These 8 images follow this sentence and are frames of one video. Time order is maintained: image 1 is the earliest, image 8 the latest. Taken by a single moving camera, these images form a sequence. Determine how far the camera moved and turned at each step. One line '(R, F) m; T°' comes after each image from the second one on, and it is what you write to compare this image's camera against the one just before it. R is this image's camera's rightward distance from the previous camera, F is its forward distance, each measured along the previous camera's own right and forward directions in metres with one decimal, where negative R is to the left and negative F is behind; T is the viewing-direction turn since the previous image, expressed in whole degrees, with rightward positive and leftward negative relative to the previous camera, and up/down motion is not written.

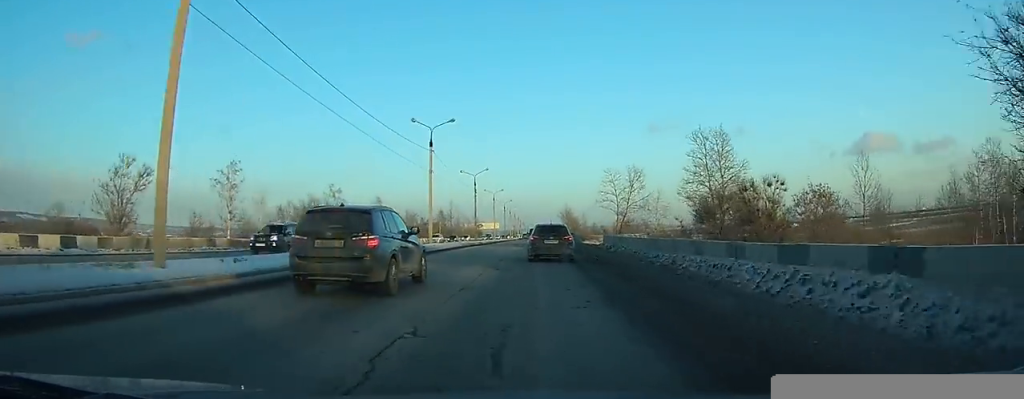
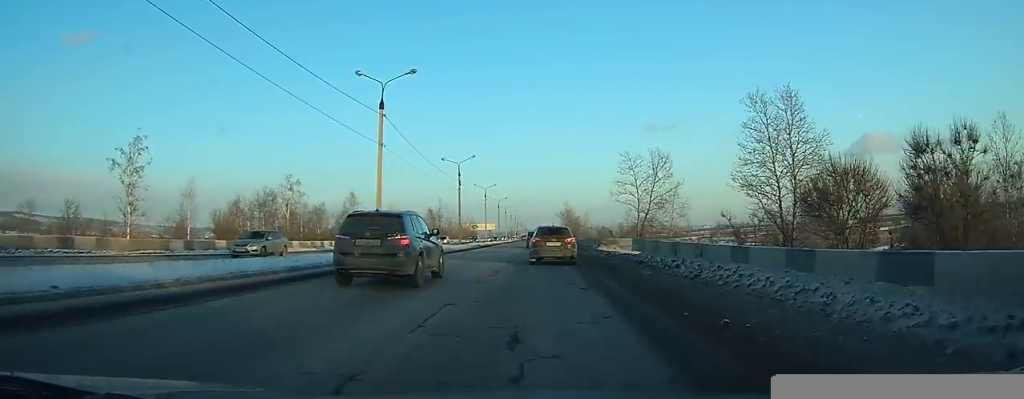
(0.0, +15.4) m; 0°
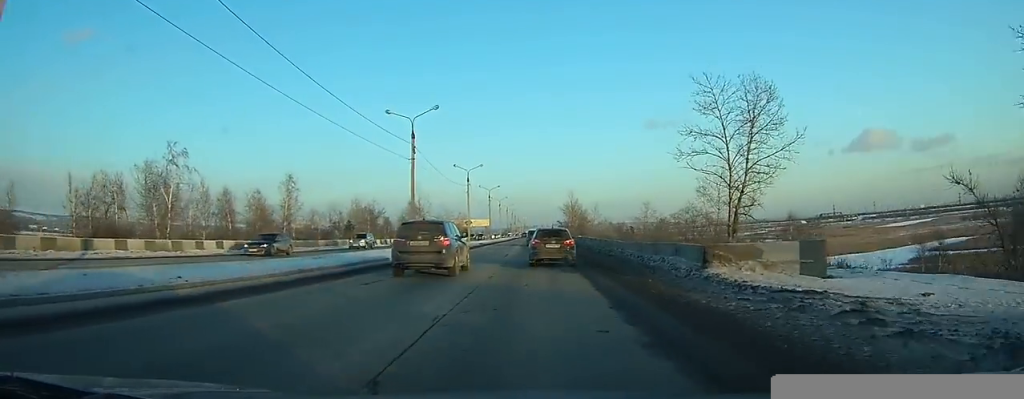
(+0.1, +26.2) m; 0°
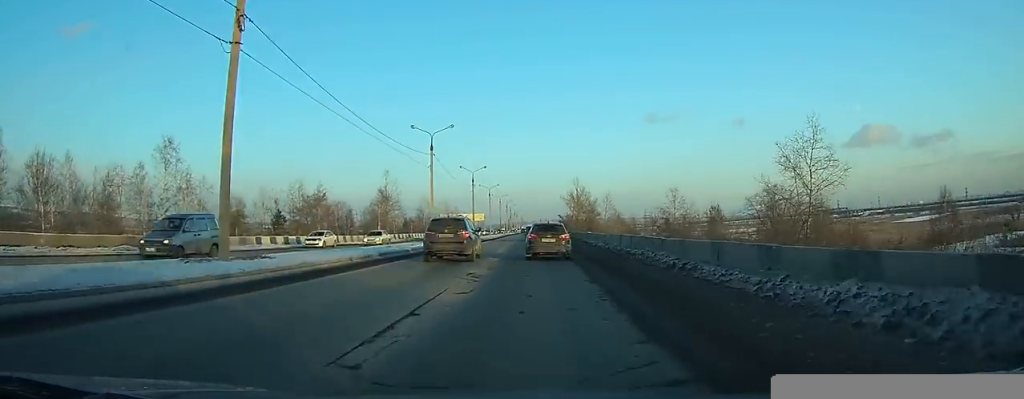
(0.0, +26.2) m; 0°
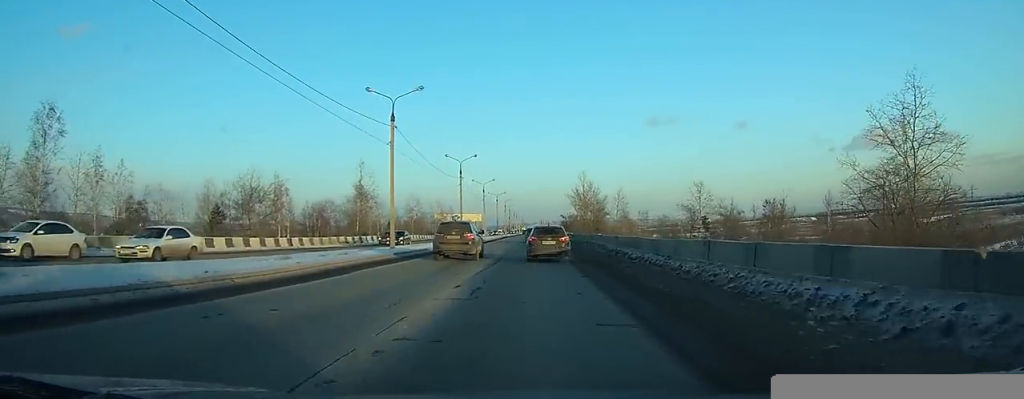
(0.0, +14.7) m; 0°
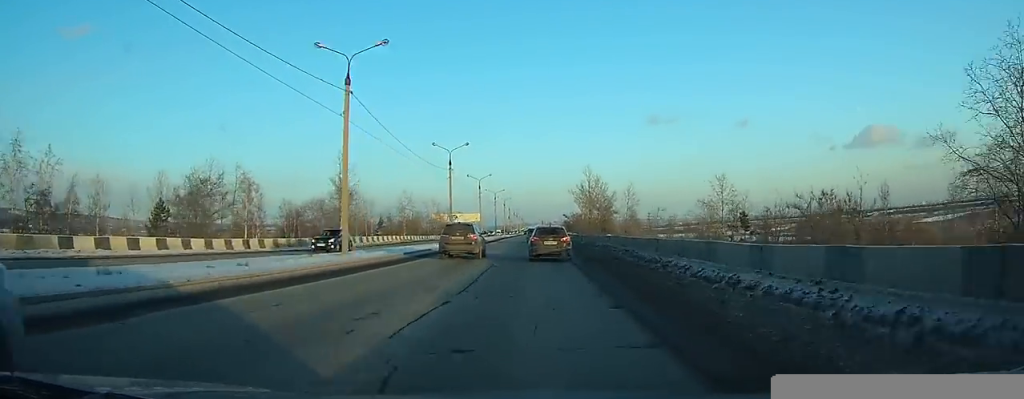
(0.0, +9.5) m; 0°
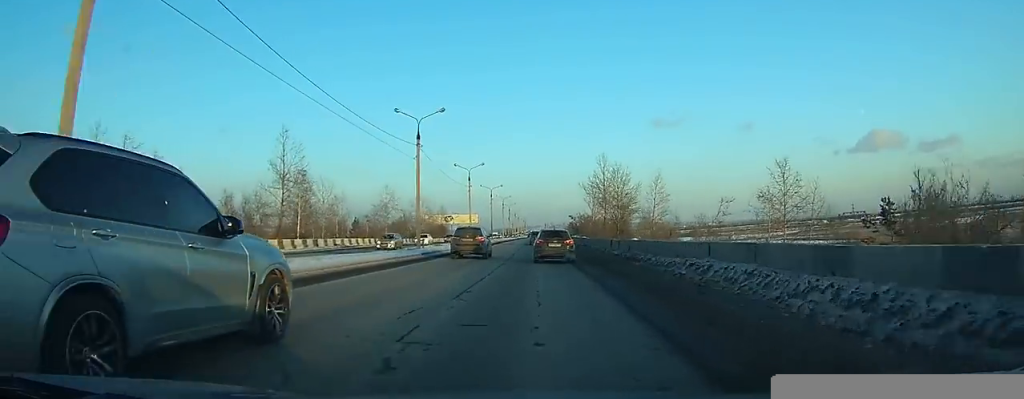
(0.0, +17.9) m; 0°
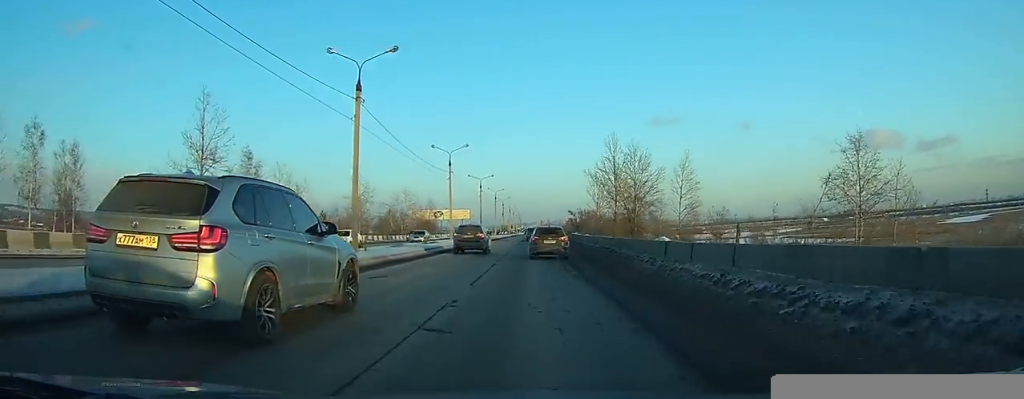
(0.0, +14.0) m; 0°
